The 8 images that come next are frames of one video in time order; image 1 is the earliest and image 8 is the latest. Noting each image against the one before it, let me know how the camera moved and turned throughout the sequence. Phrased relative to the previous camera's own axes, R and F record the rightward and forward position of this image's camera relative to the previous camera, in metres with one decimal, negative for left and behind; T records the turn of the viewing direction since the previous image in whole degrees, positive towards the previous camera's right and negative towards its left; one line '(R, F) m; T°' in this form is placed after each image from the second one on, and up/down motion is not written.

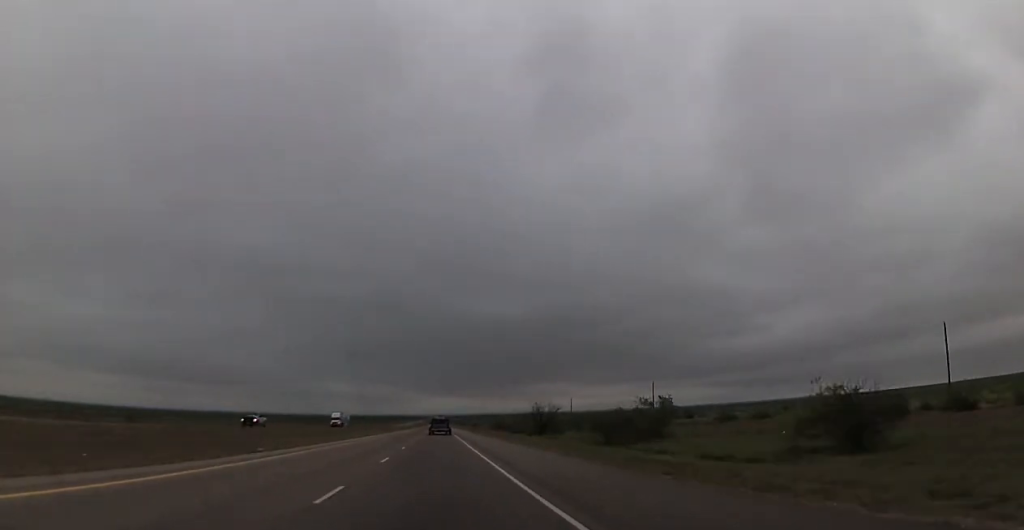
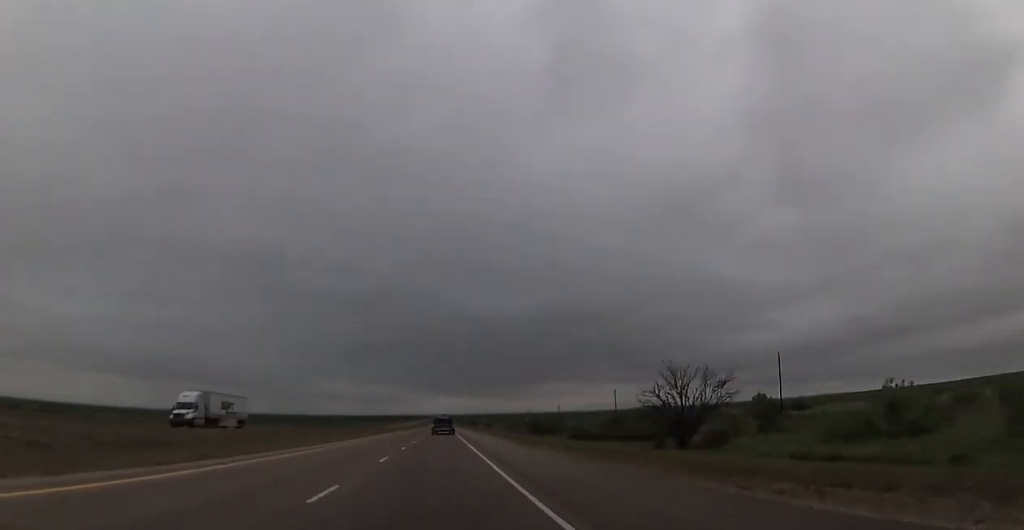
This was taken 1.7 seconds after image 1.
(-0.5, +60.8) m; 0°
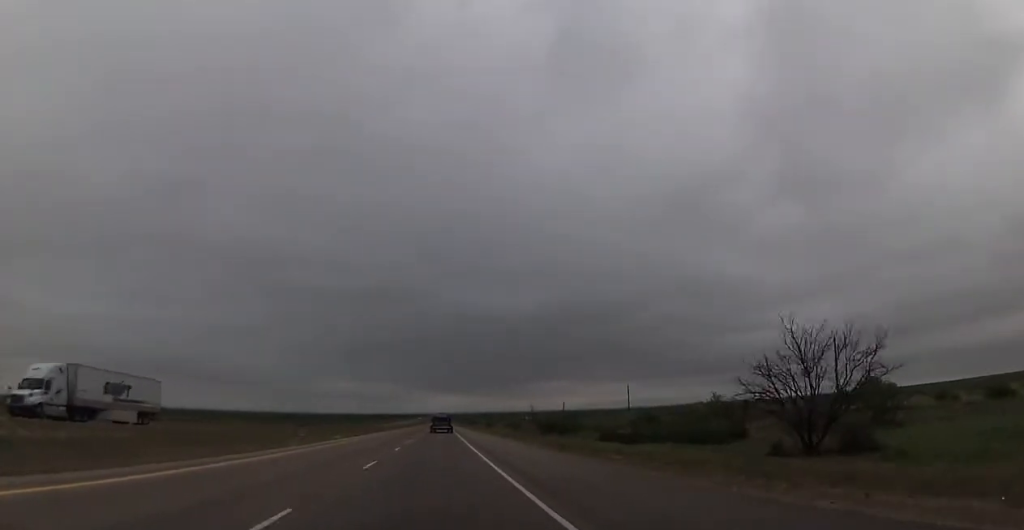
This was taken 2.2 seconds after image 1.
(+0.1, +16.3) m; 0°
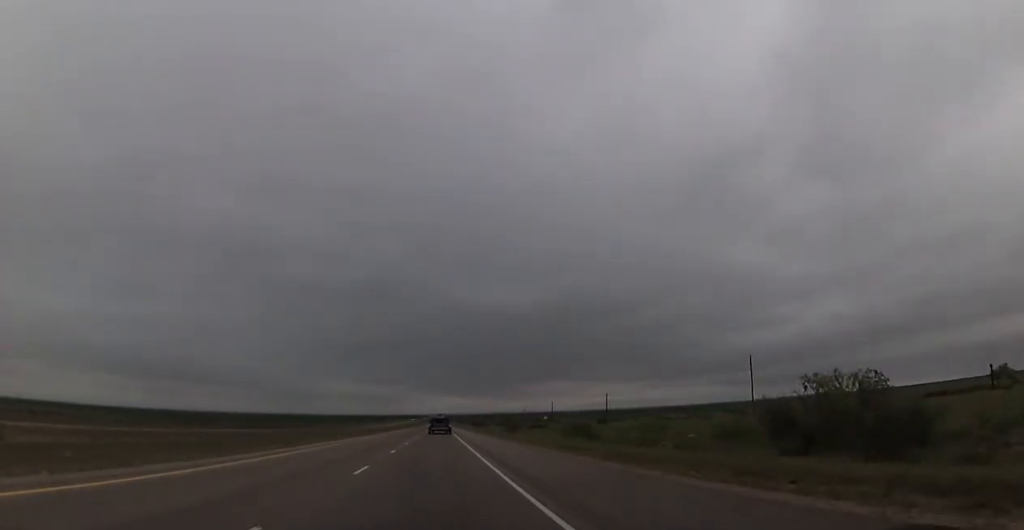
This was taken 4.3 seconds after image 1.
(-0.6, +74.7) m; 0°
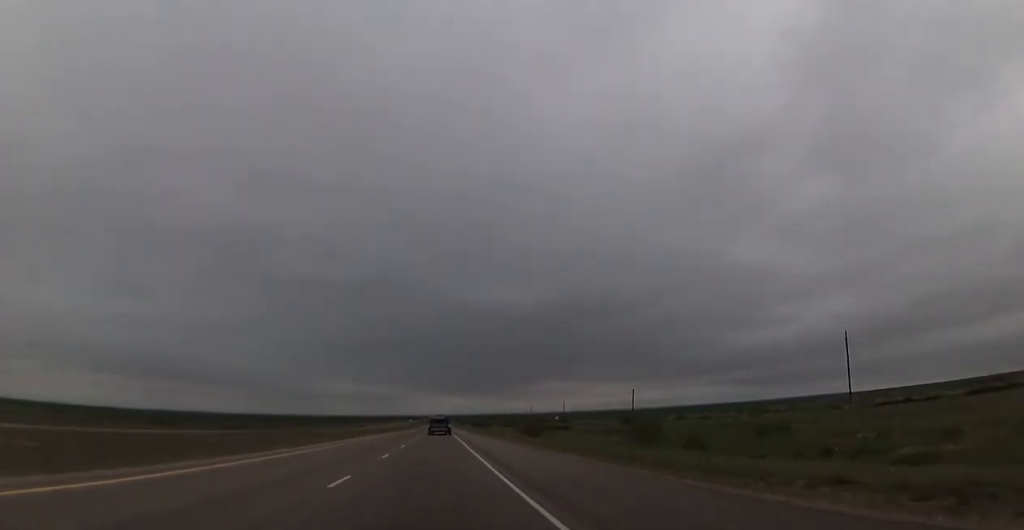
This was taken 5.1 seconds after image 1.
(+0.2, +28.0) m; 0°
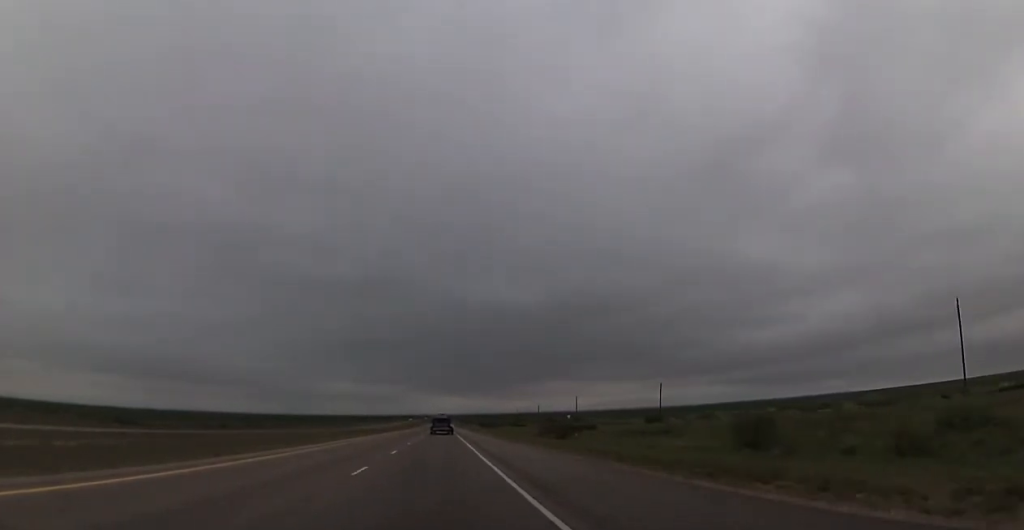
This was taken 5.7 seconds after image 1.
(+0.3, +21.0) m; 0°
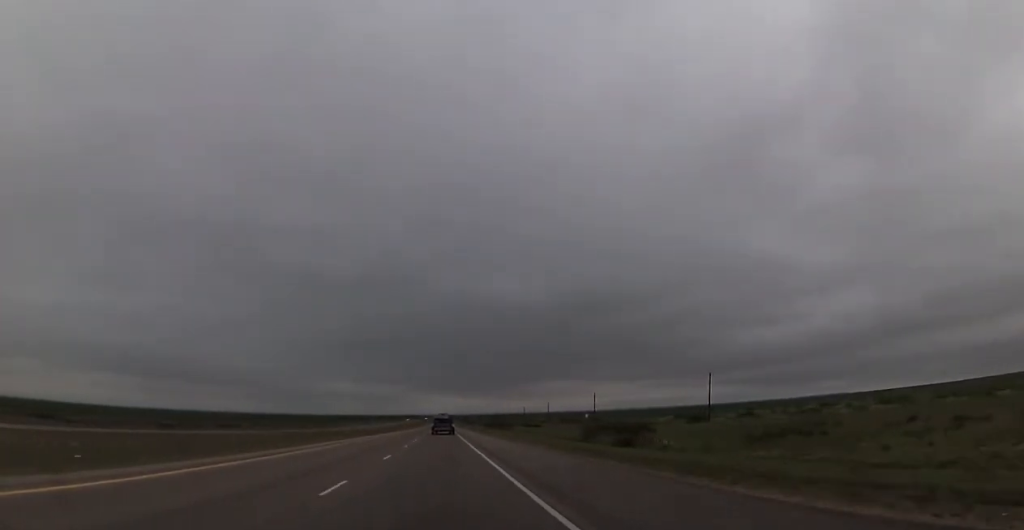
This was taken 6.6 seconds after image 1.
(-0.6, +29.2) m; -1°
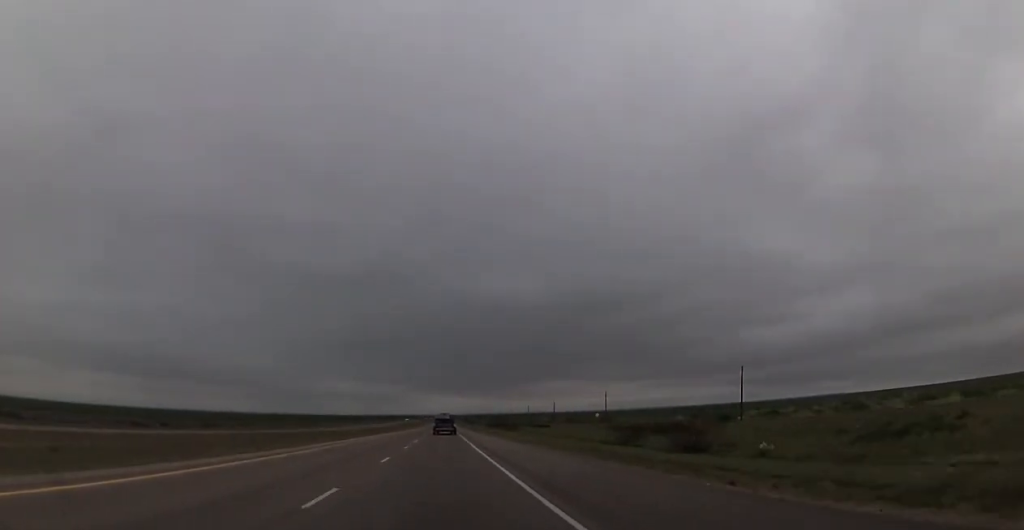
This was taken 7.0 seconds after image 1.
(0.0, +14.0) m; 0°
